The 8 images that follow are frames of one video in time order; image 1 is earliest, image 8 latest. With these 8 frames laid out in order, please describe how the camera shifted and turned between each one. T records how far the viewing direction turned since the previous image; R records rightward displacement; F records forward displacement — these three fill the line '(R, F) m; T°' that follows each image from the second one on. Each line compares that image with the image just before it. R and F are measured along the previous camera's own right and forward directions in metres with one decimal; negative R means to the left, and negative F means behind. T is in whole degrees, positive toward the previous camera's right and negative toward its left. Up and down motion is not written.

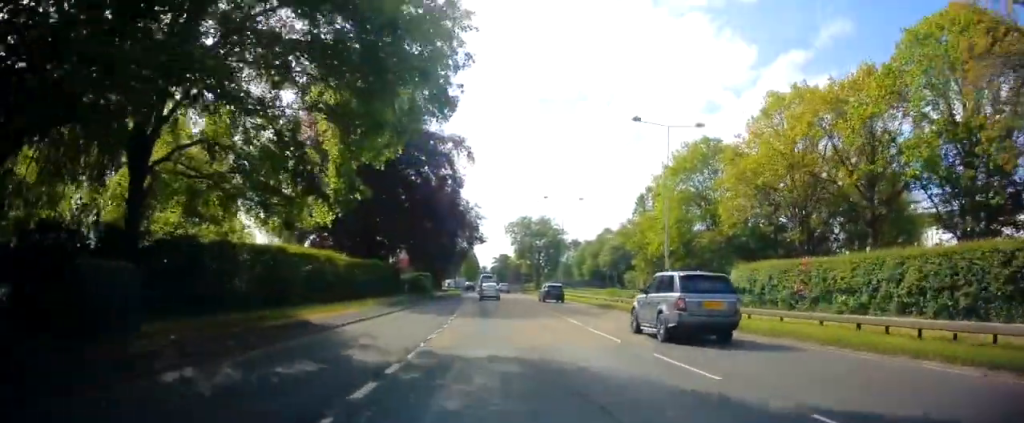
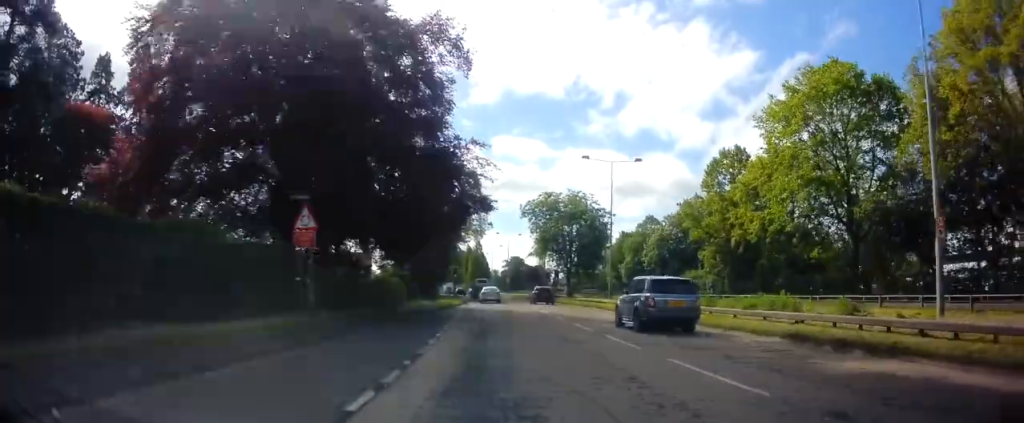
(-0.4, +24.8) m; -1°
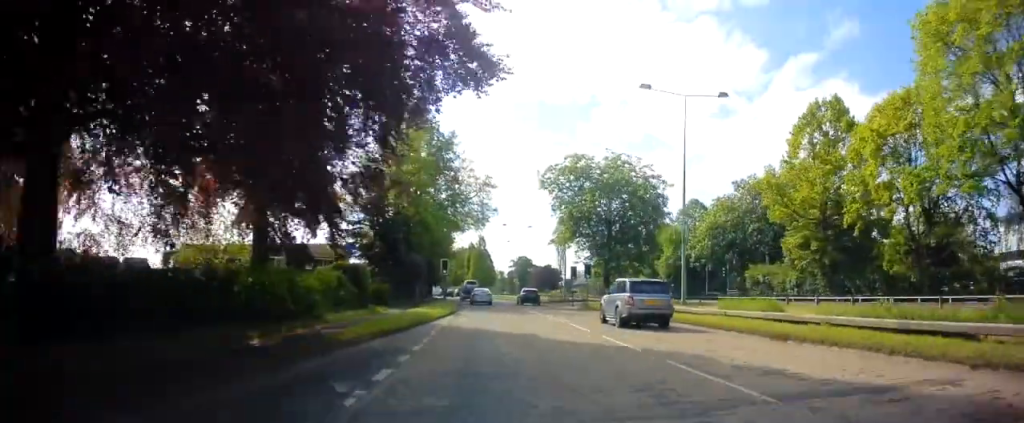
(+0.2, +17.9) m; -1°
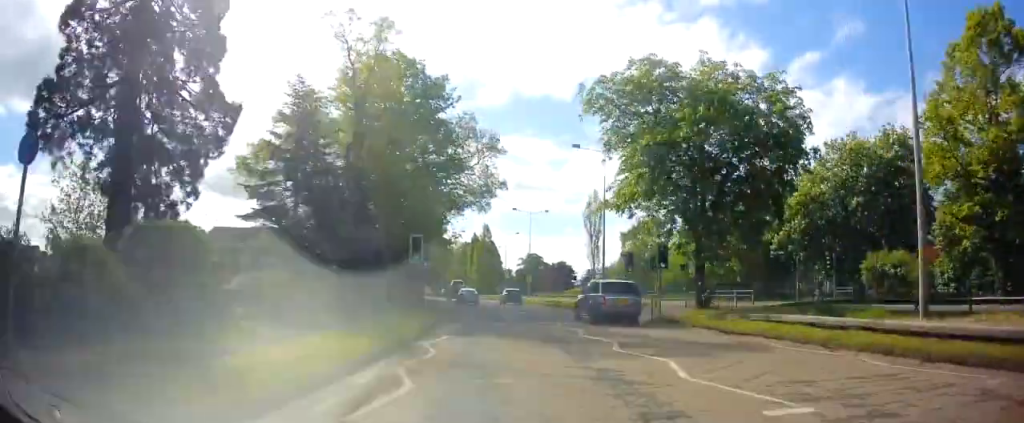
(-0.5, +18.4) m; -2°
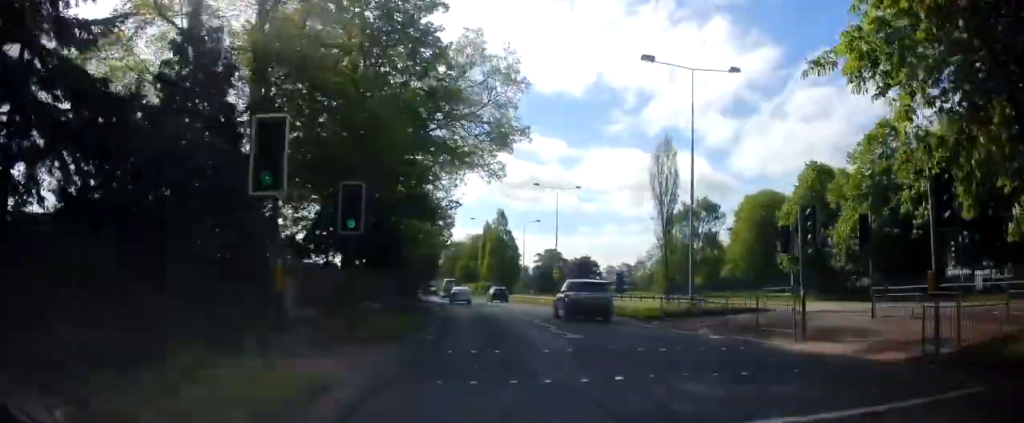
(-0.1, +17.3) m; -1°
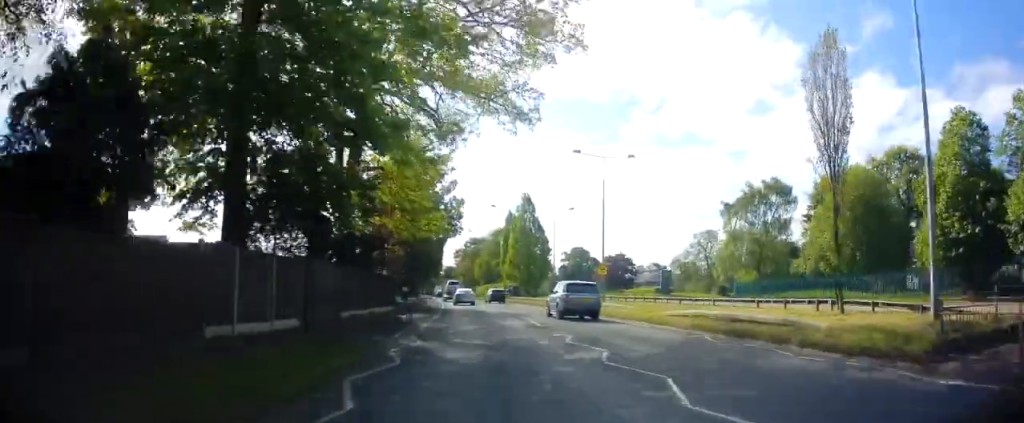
(-0.3, +15.0) m; -1°
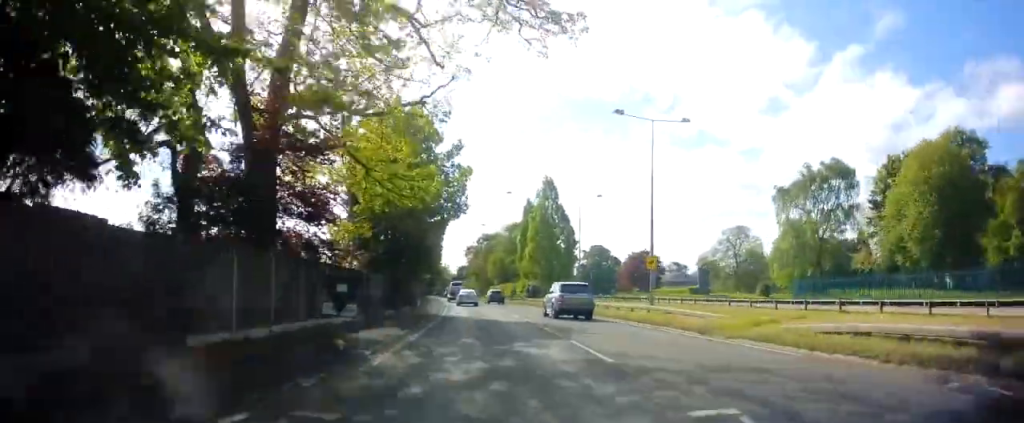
(+0.1, +10.4) m; -1°
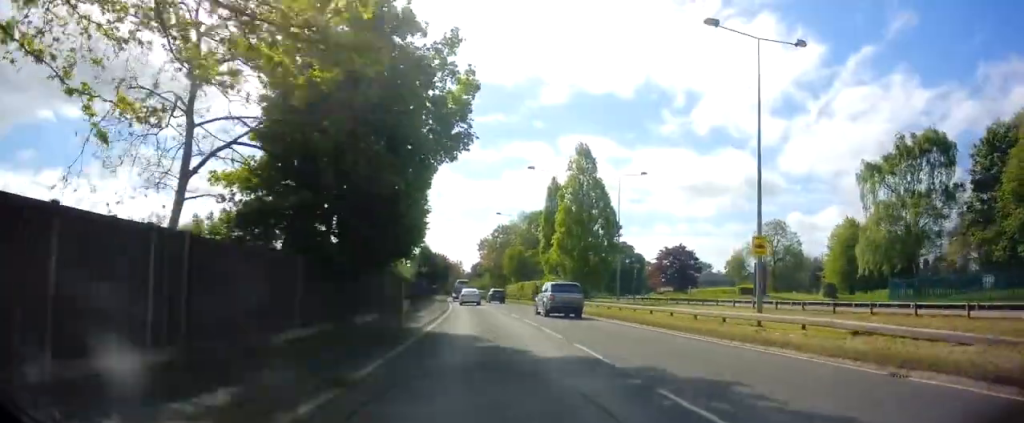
(-0.2, +13.1) m; -2°
